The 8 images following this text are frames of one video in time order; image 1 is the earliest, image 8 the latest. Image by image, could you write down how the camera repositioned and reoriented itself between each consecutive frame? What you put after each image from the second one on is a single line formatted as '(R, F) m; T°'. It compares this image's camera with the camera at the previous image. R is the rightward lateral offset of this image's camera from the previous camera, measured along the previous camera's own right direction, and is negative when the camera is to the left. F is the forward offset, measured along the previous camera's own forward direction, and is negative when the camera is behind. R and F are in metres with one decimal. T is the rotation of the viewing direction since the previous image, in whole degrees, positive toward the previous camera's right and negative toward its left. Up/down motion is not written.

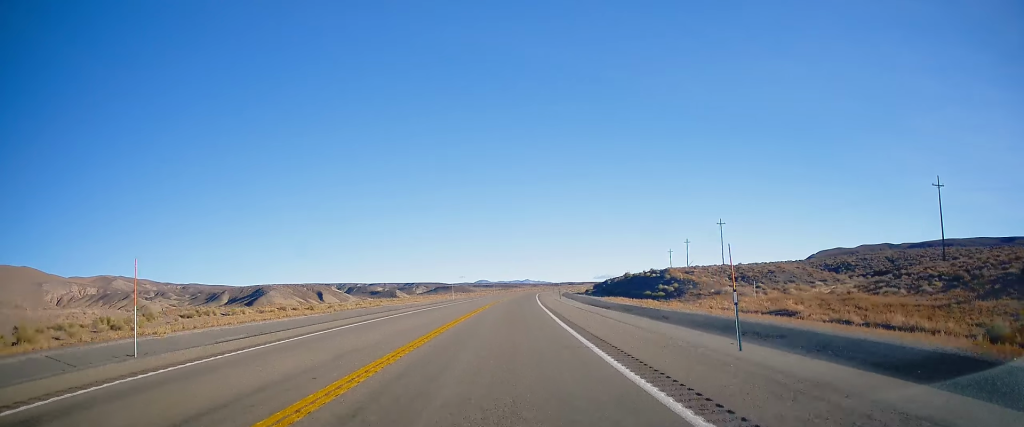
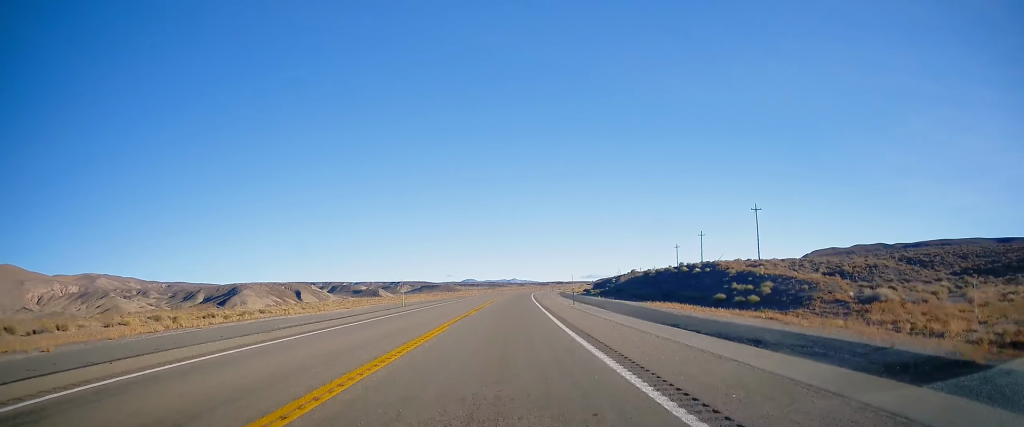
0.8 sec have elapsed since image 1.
(+0.7, +26.8) m; +2°
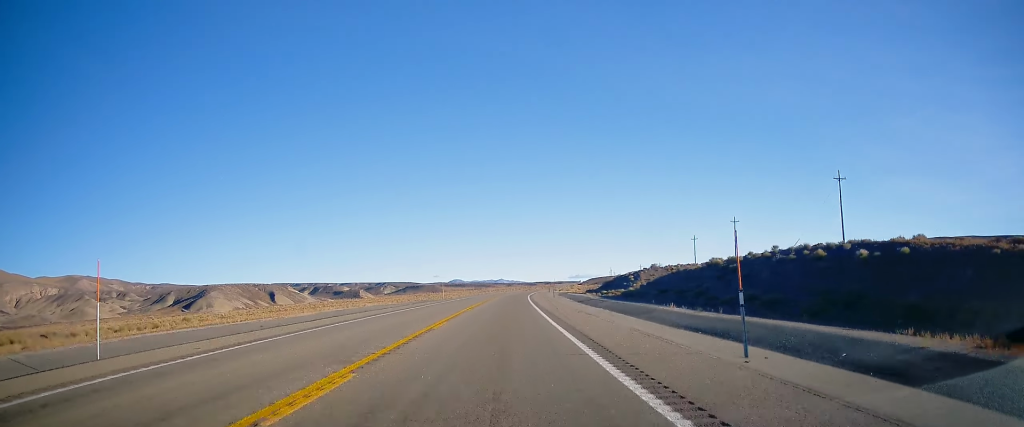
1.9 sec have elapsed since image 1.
(+0.3, +34.1) m; +1°
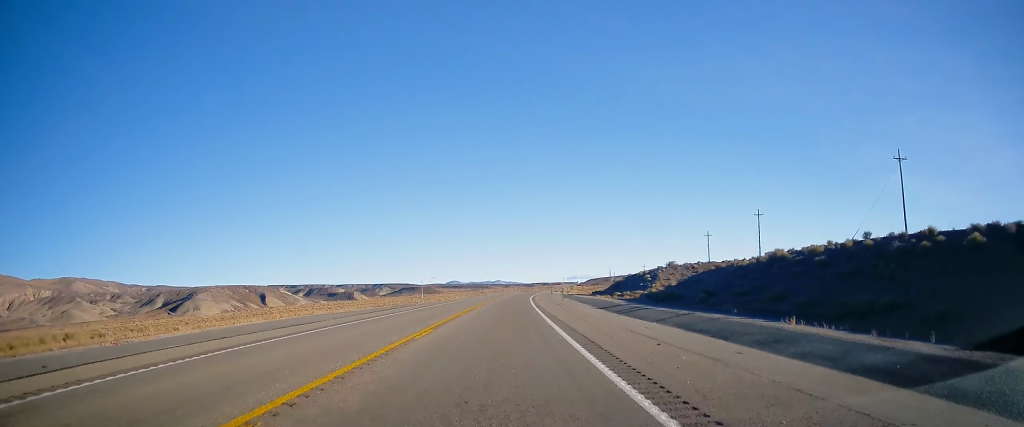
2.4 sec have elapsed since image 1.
(+0.1, +15.0) m; +1°
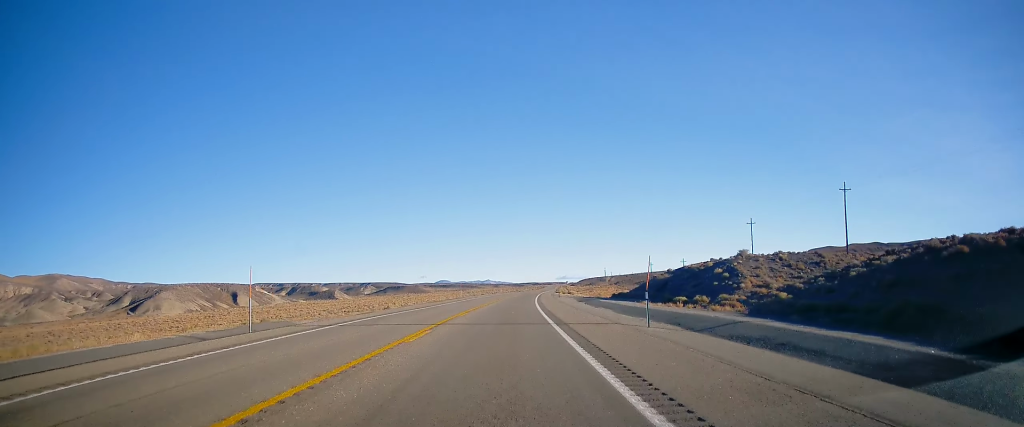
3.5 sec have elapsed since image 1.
(+0.6, +36.7) m; +1°
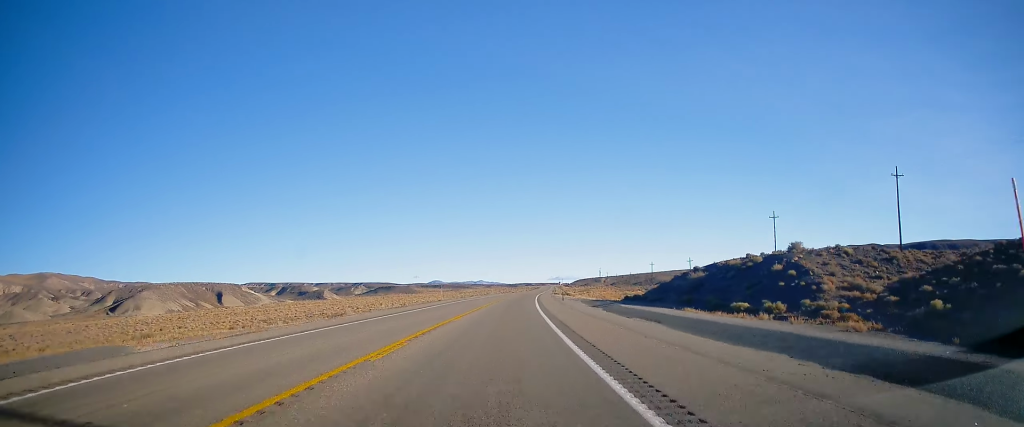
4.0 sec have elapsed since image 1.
(+0.2, +15.2) m; 0°
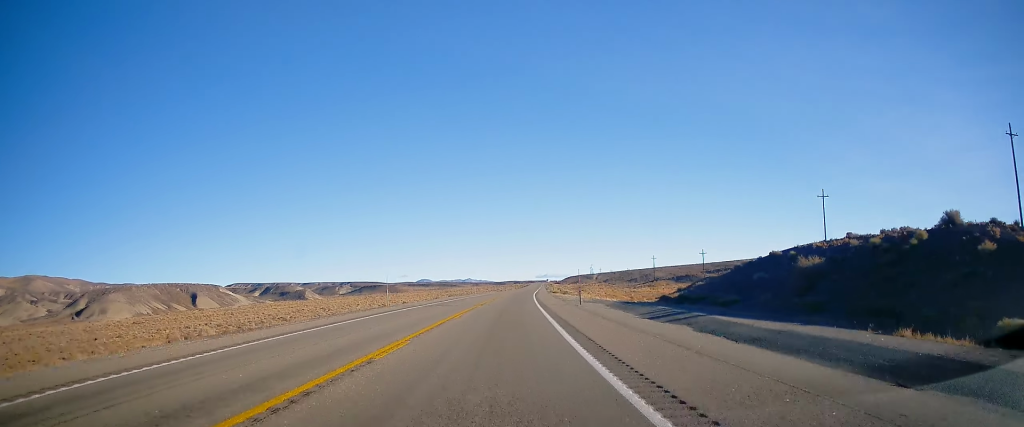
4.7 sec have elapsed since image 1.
(-0.2, +24.2) m; +1°
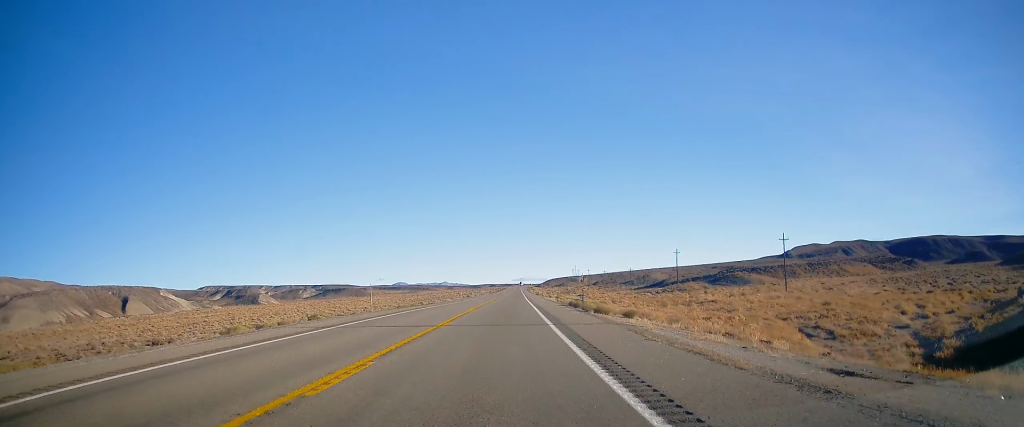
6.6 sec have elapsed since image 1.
(+1.7, +64.1) m; +3°
